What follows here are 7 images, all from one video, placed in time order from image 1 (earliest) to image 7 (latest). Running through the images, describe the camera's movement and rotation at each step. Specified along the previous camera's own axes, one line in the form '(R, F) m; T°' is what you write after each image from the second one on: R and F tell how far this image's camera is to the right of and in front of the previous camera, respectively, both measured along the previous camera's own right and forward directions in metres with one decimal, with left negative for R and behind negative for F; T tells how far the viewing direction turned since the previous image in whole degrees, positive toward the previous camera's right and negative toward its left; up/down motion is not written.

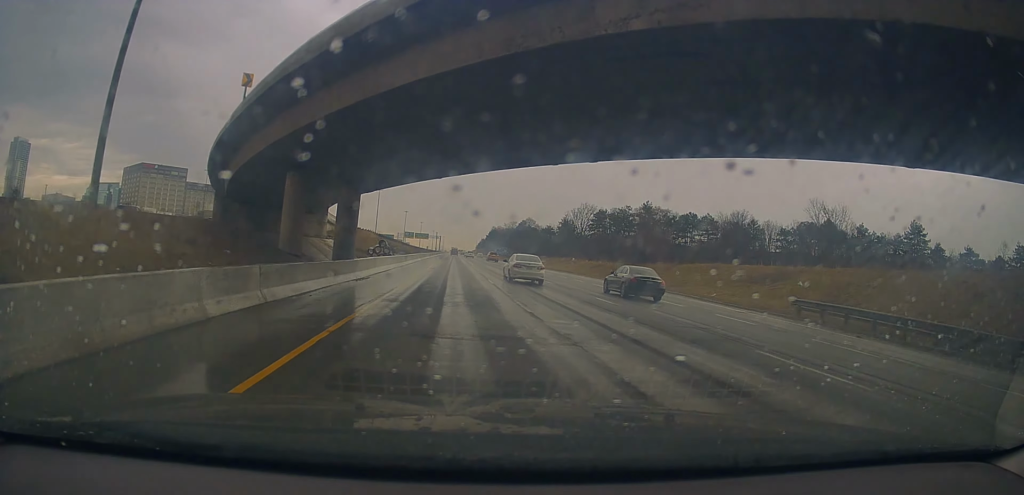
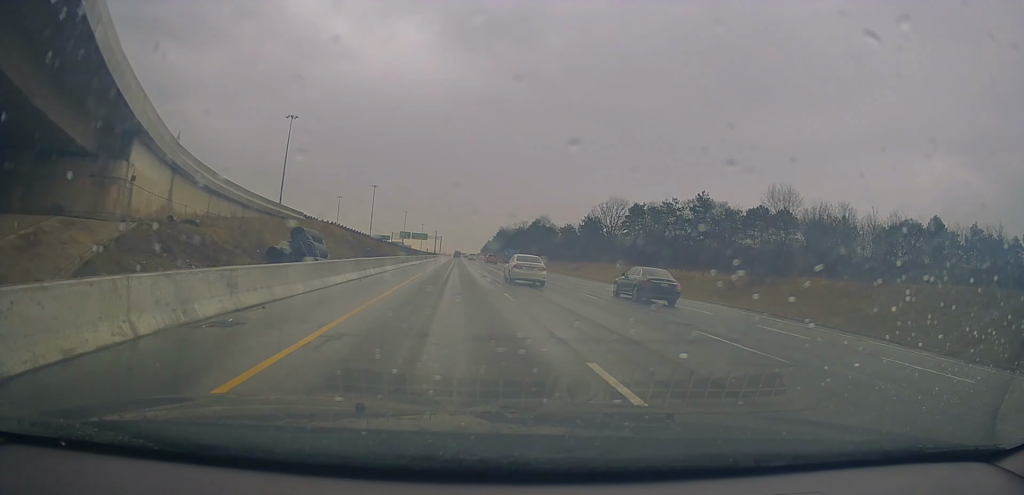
(-0.3, +33.6) m; -1°
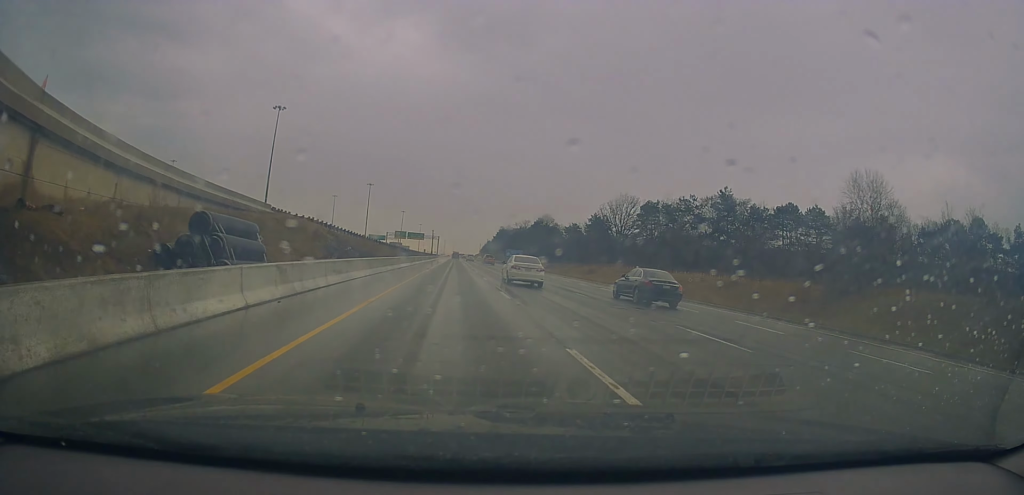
(0.0, +12.0) m; 0°
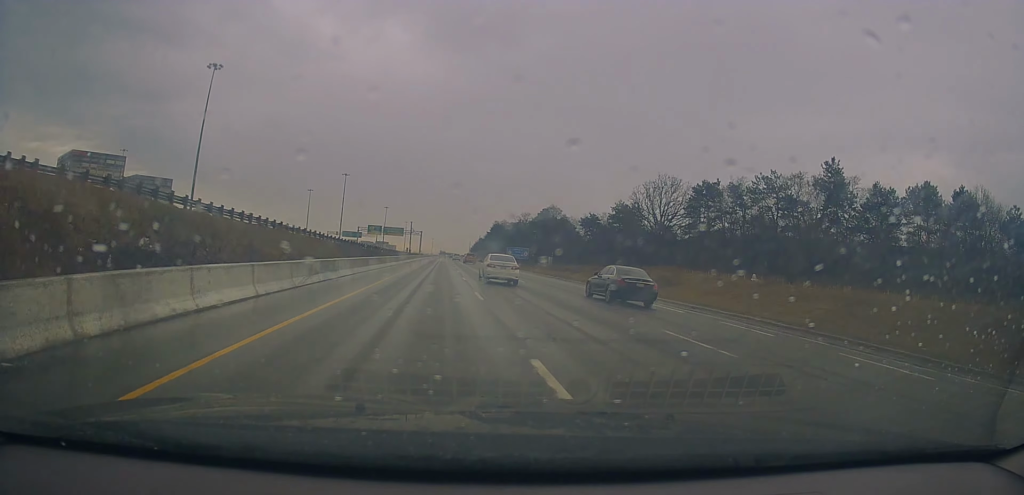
(+0.2, +38.2) m; +2°
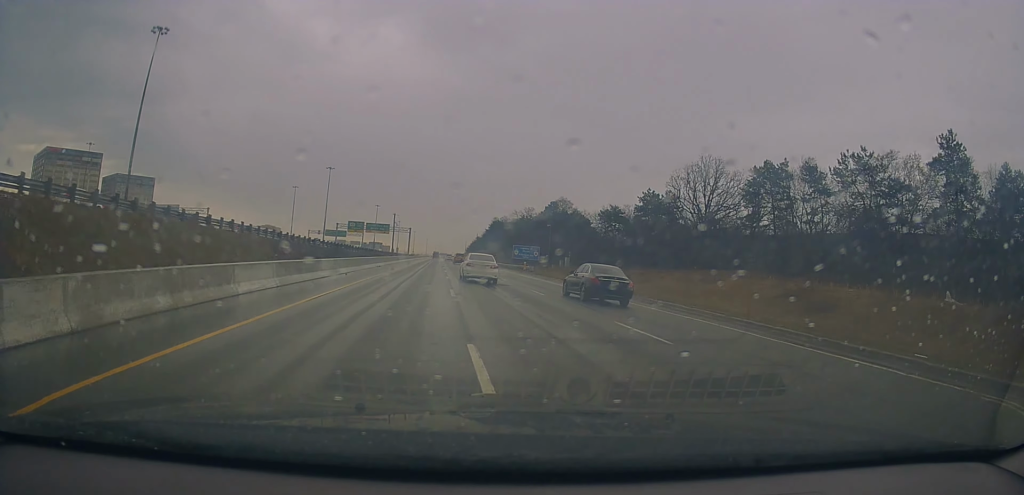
(+0.4, +24.2) m; +1°
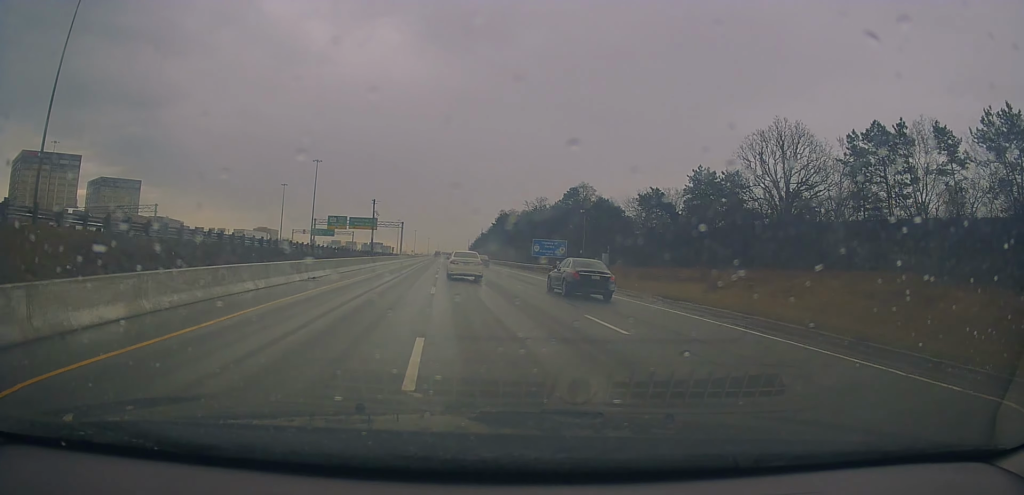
(0.0, +23.9) m; -1°
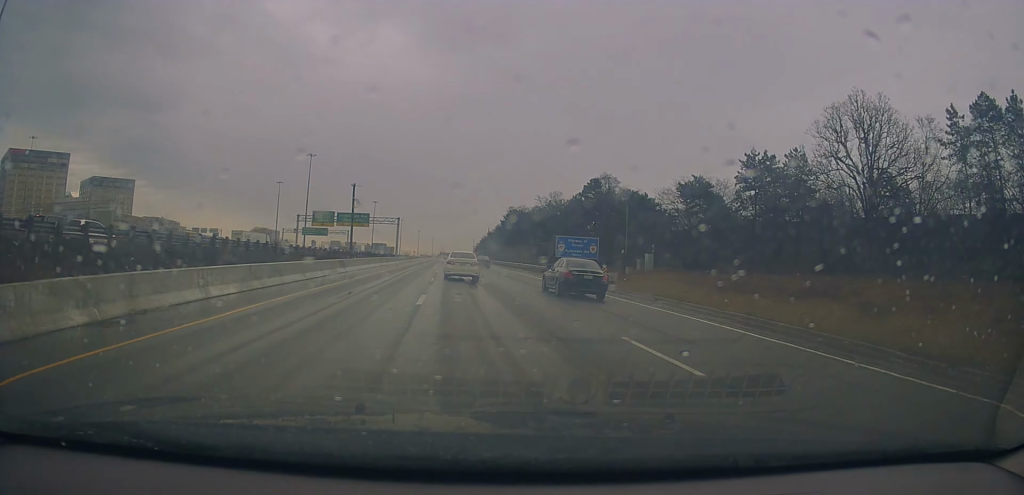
(-0.1, +16.9) m; -1°
